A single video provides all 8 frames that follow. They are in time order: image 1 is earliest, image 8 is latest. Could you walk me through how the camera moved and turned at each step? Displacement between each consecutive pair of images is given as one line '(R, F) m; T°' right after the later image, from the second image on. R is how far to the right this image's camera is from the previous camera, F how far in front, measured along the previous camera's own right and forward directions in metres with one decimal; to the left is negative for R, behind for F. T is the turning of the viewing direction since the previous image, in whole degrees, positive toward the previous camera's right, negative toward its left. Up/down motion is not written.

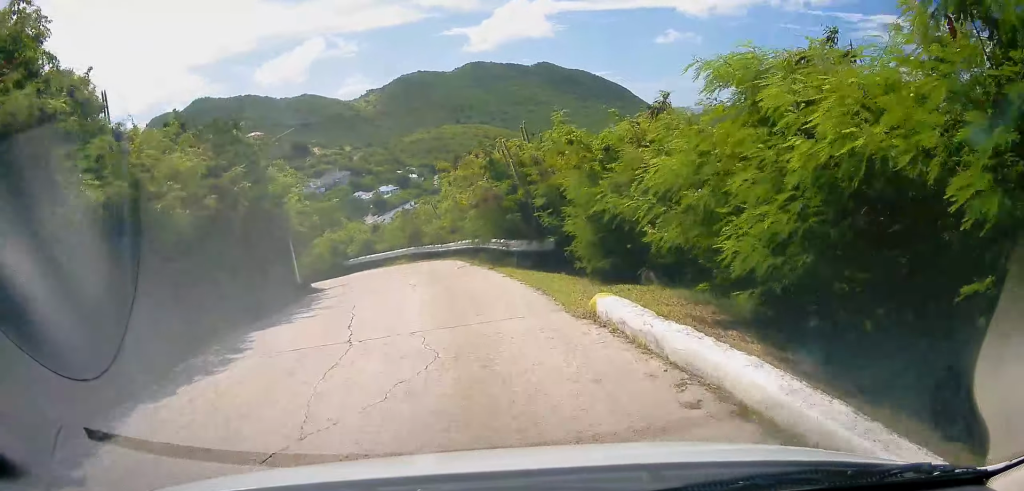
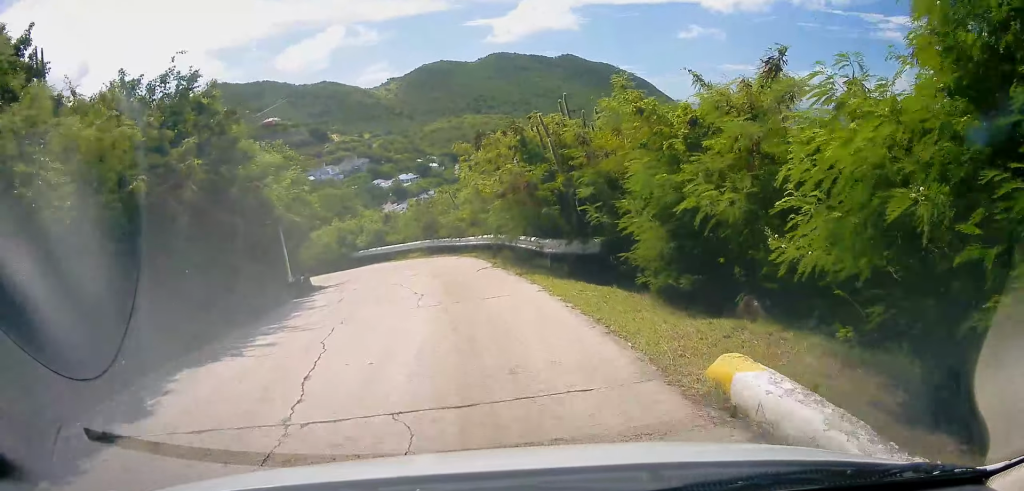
(0.0, +3.1) m; 0°
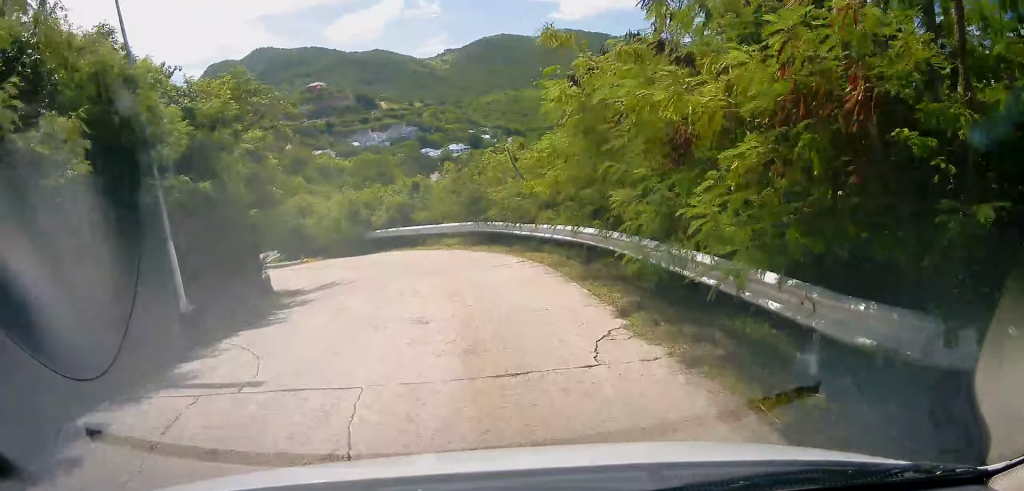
(-0.1, +9.4) m; -5°
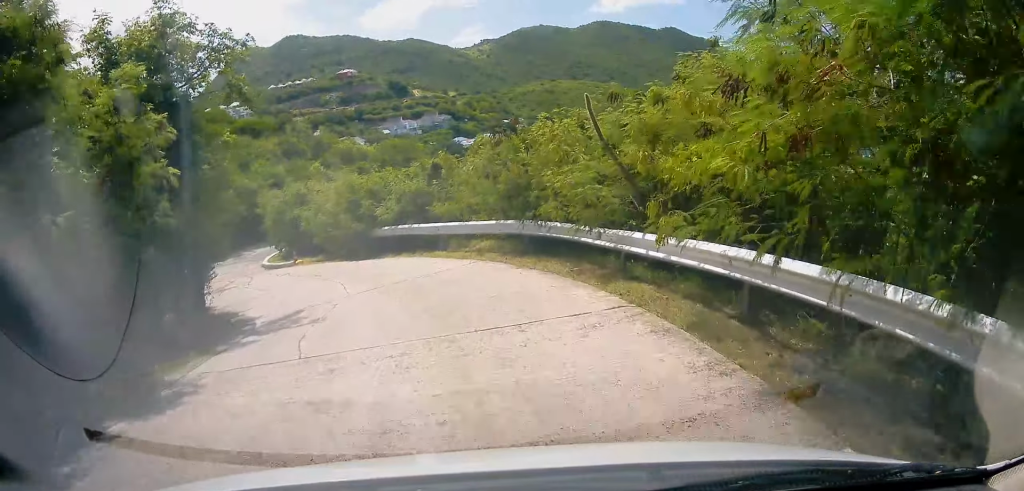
(-0.5, +6.0) m; -4°
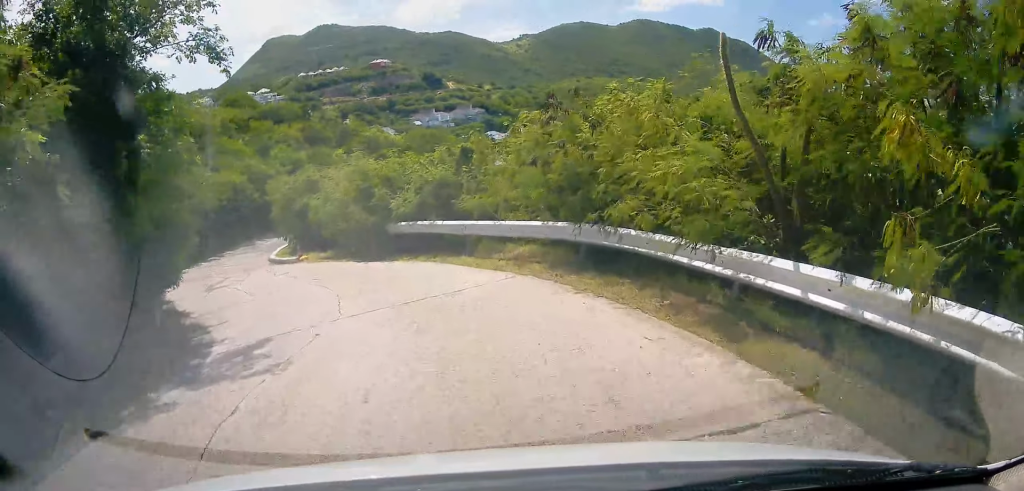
(0.0, +3.3) m; -4°
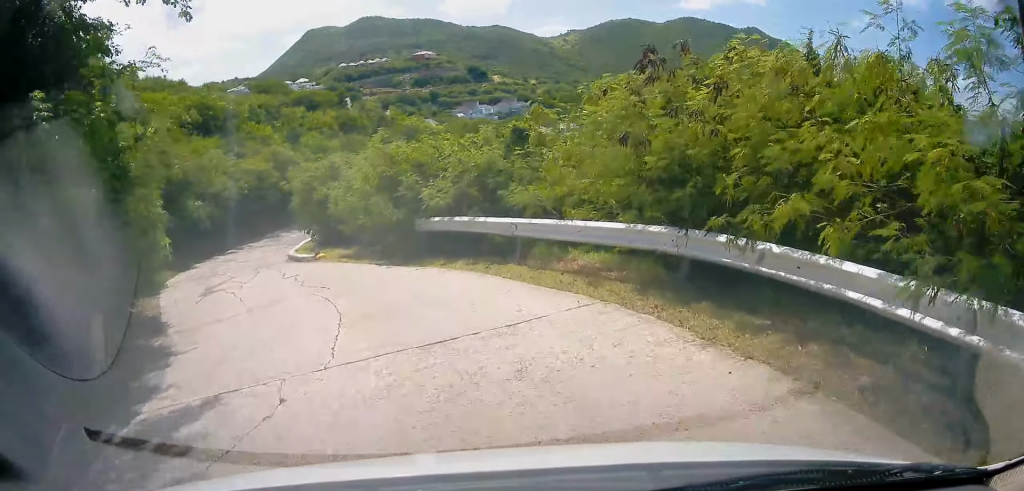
(+0.2, +3.0) m; -5°
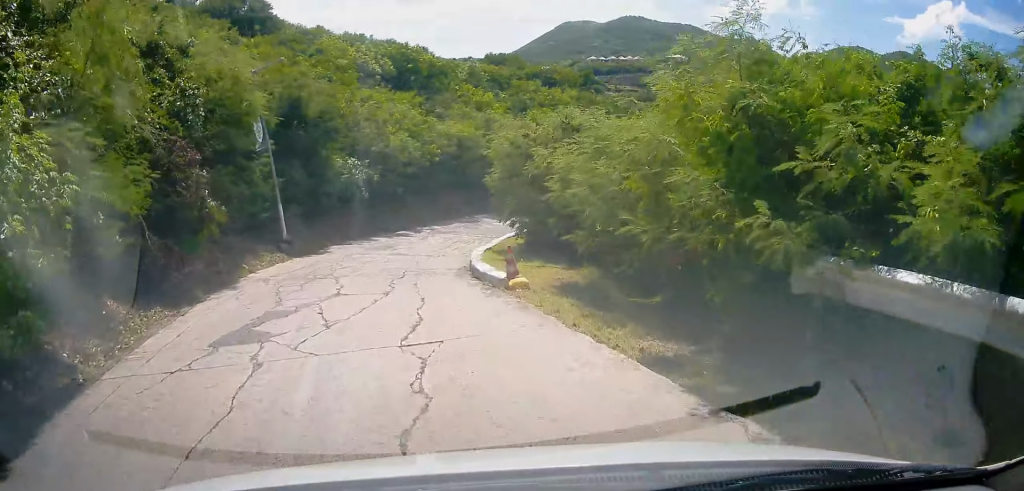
(-1.6, +9.1) m; -14°
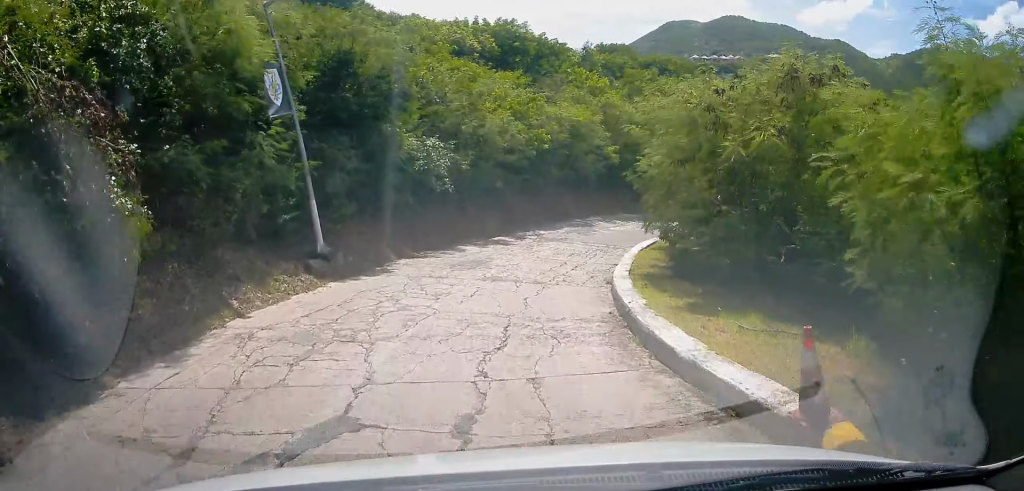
(-0.2, +6.0) m; -6°
